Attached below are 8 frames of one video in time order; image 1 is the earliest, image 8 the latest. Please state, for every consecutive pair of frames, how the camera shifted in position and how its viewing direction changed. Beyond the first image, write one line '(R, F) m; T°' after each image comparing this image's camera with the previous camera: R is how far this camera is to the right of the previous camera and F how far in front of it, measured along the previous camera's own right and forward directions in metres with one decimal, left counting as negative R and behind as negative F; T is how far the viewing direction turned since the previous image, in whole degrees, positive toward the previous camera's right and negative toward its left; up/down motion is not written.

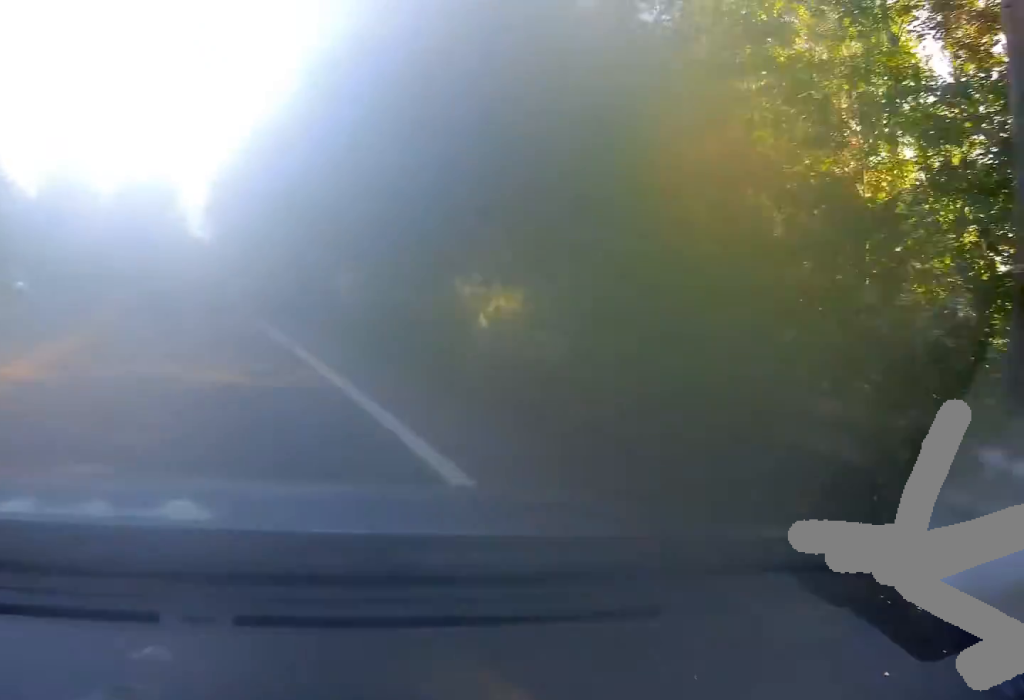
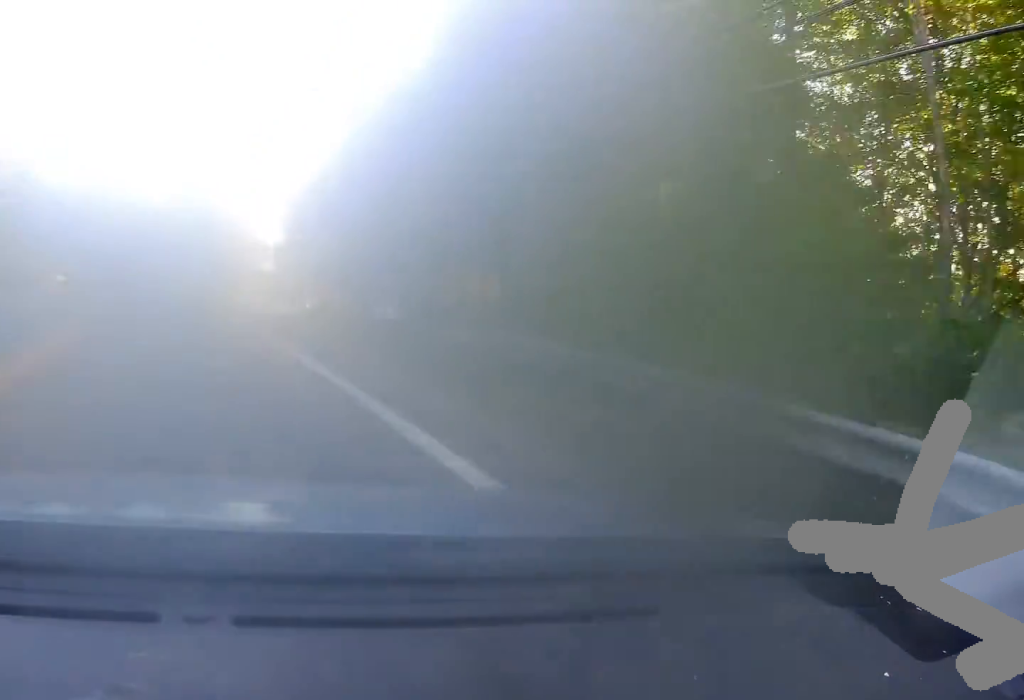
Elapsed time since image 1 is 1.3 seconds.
(-0.4, +22.0) m; -5°
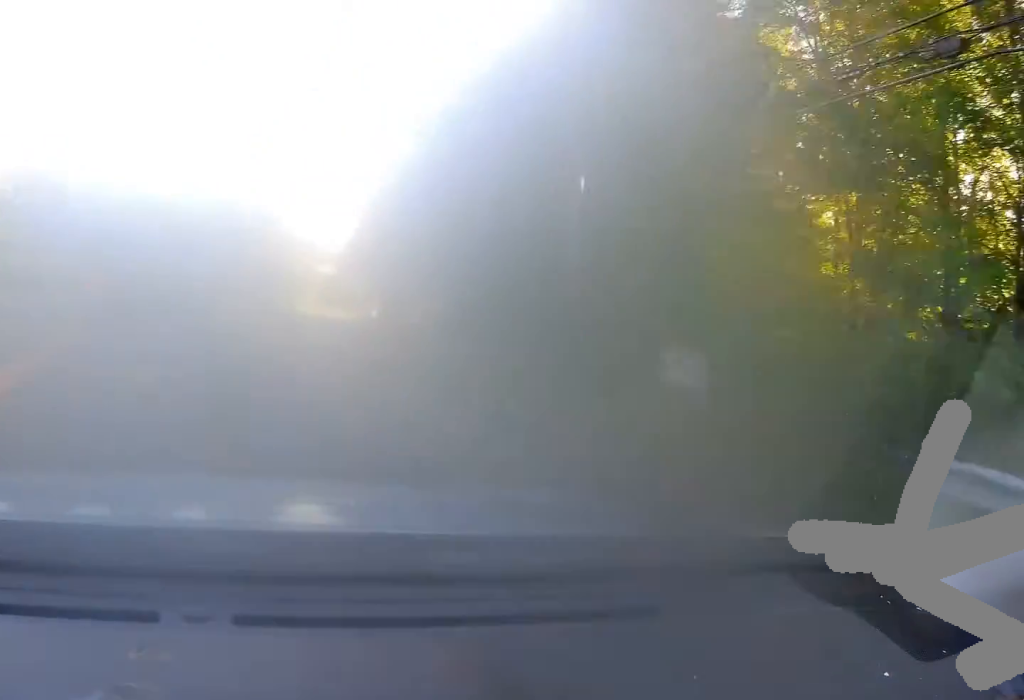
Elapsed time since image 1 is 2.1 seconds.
(-0.5, +12.1) m; -5°
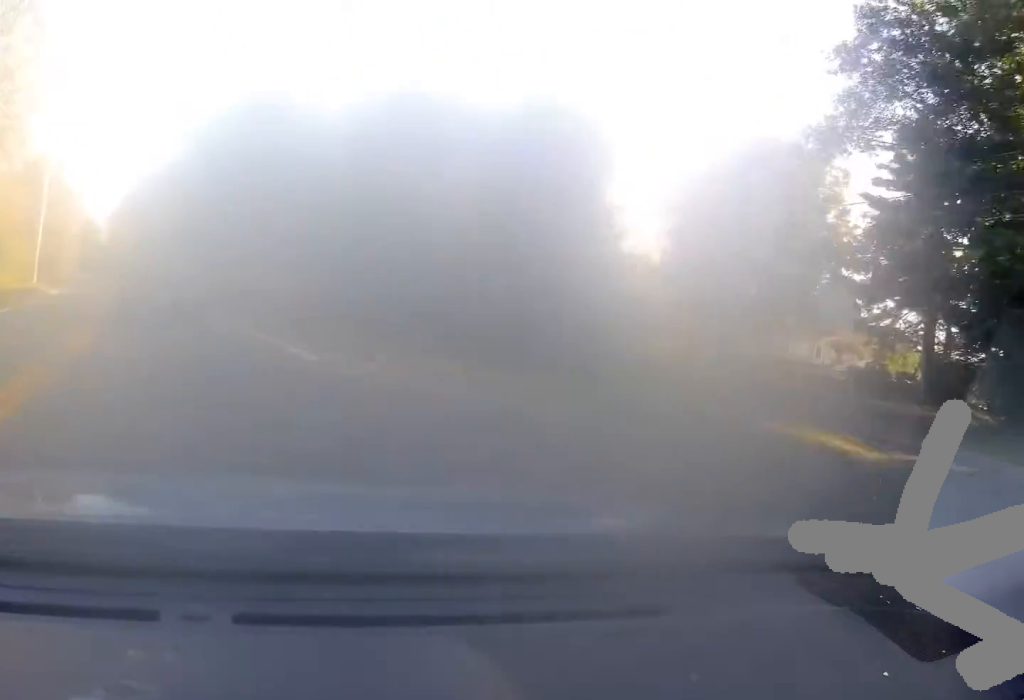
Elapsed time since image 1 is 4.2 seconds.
(-4.1, +33.7) m; -14°
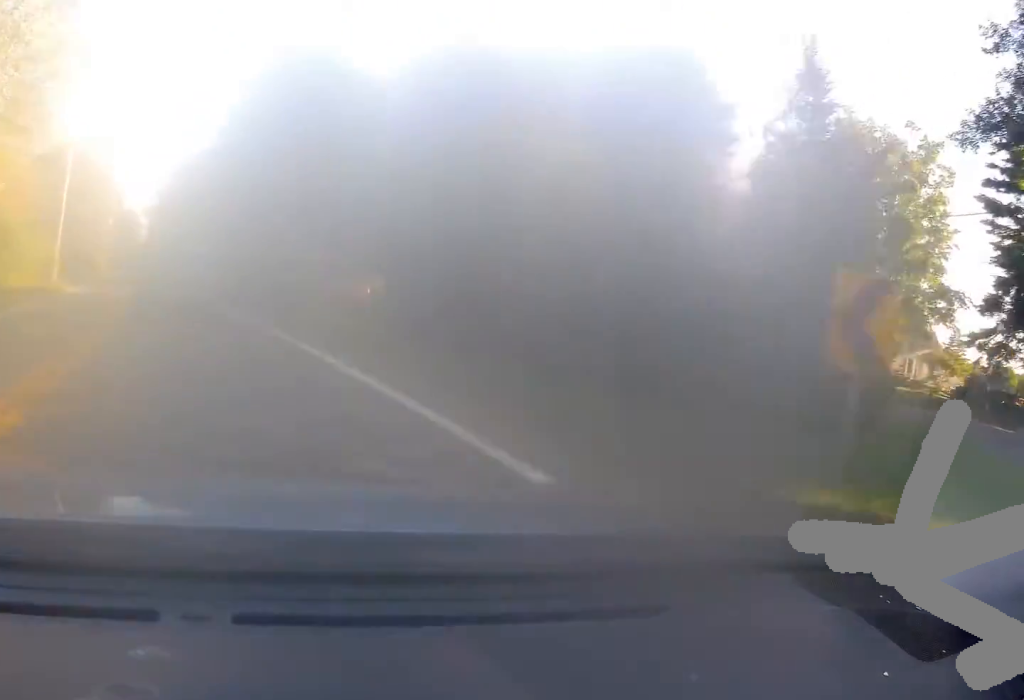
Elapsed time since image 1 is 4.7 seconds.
(-0.3, +7.7) m; -2°
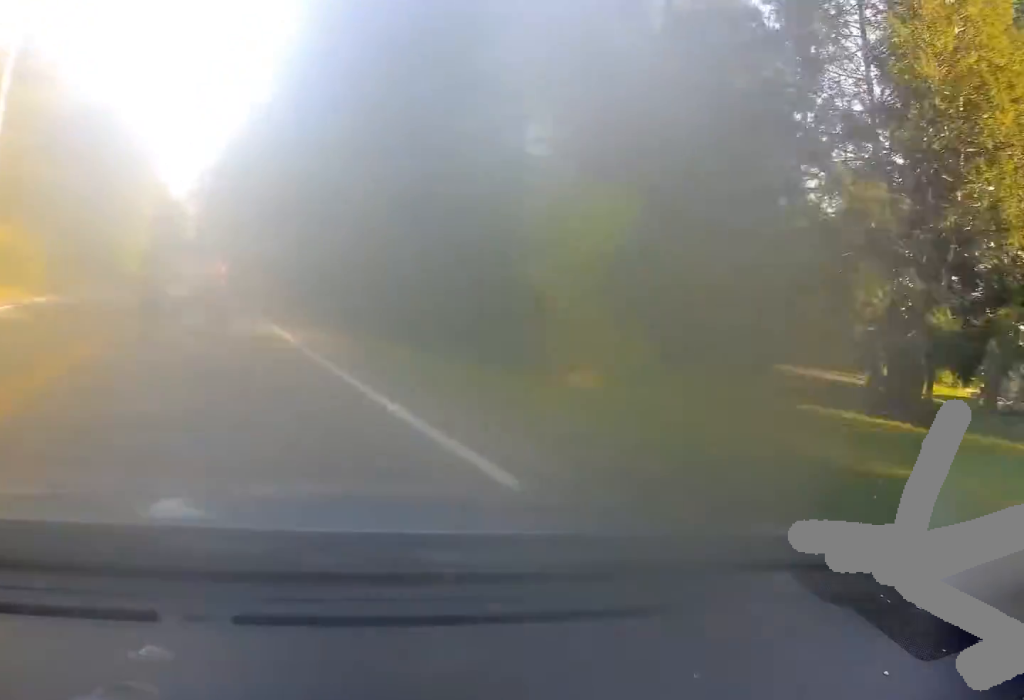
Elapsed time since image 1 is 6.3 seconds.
(-1.4, +28.2) m; -6°
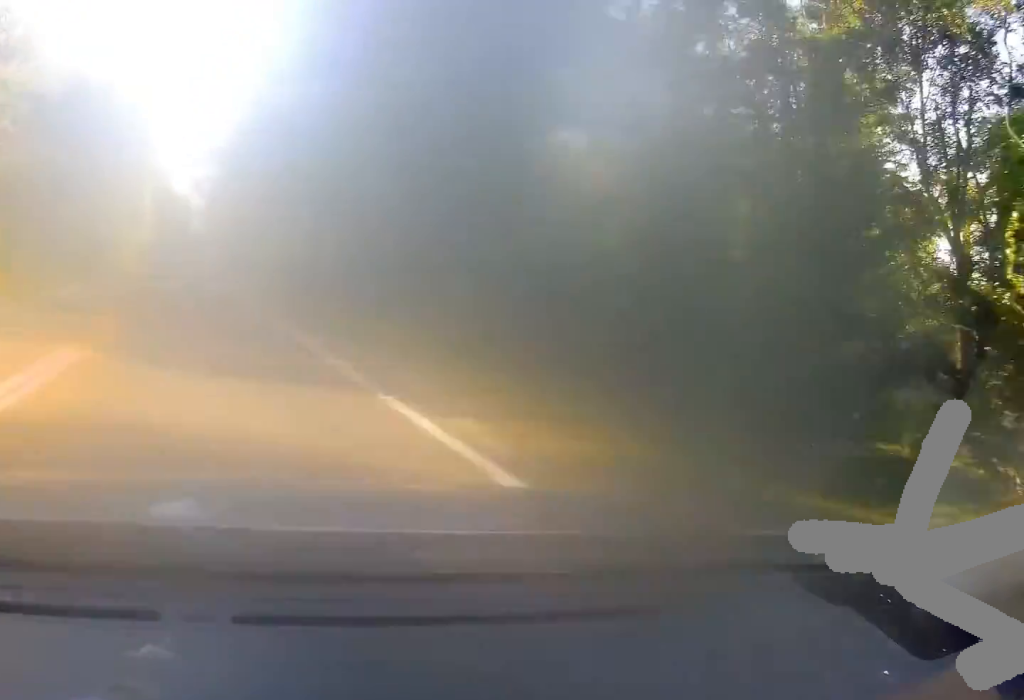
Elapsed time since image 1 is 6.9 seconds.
(-0.5, +12.5) m; -2°
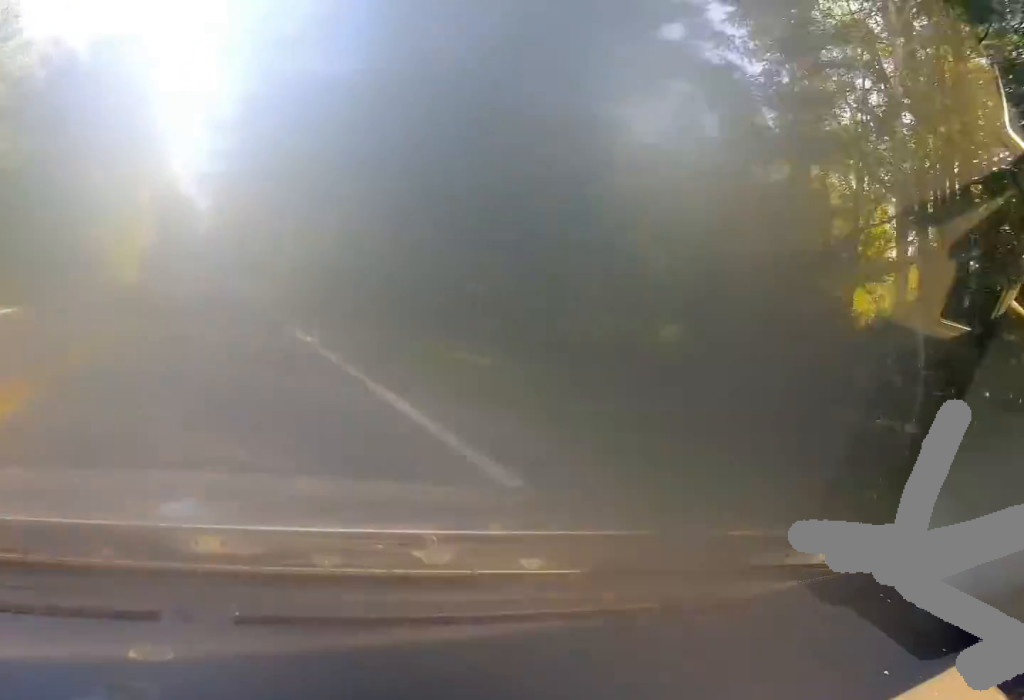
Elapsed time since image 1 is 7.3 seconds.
(-0.2, +7.6) m; -1°
